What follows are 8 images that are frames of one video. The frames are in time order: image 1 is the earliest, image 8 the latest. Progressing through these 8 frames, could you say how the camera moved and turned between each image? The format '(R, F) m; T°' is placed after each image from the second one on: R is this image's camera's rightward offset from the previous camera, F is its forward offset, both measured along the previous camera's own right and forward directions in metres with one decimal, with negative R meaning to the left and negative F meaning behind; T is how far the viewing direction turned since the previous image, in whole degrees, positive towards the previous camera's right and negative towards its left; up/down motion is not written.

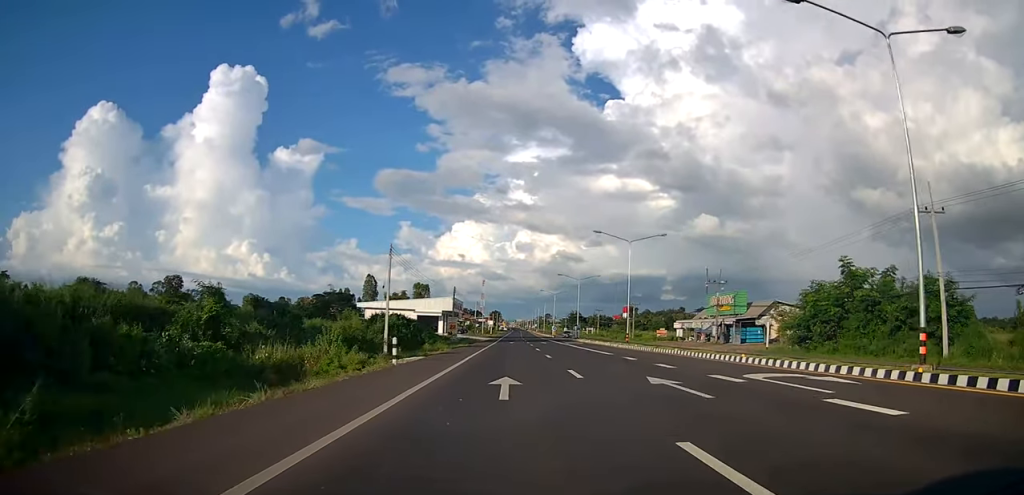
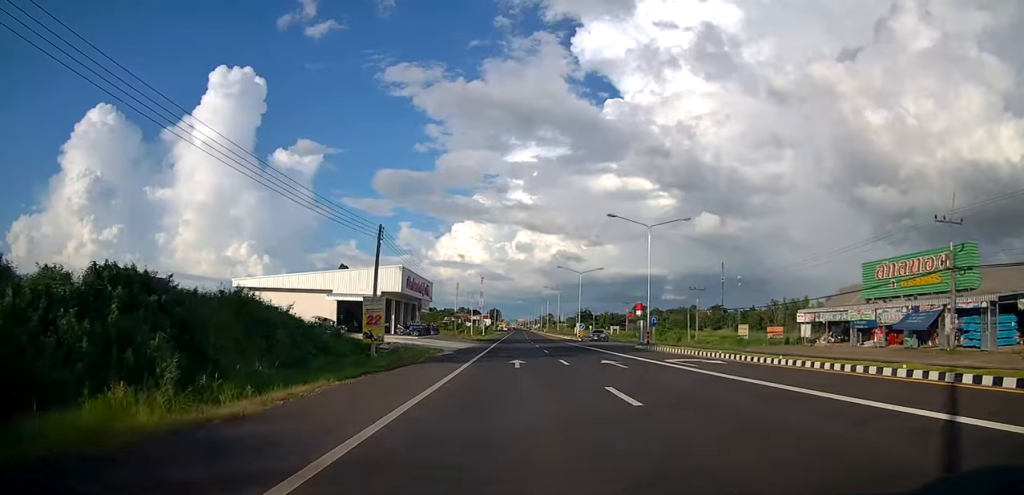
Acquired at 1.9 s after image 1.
(+1.1, +41.7) m; -1°
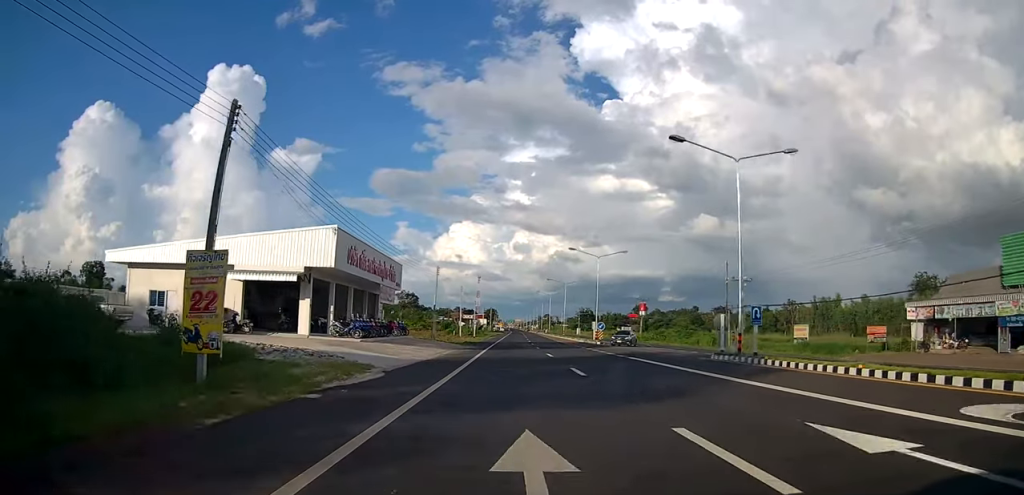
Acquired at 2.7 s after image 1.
(-0.6, +17.1) m; 0°
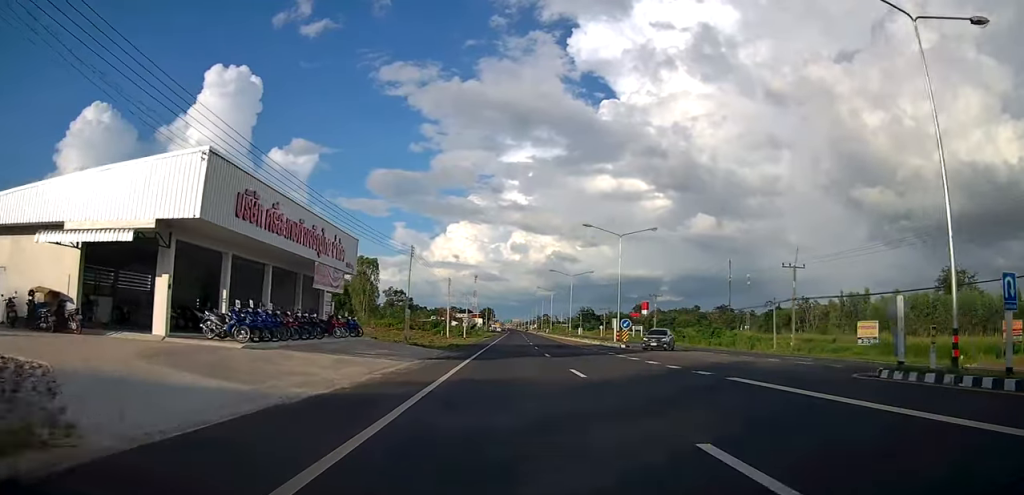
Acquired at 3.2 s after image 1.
(+0.1, +13.1) m; +1°
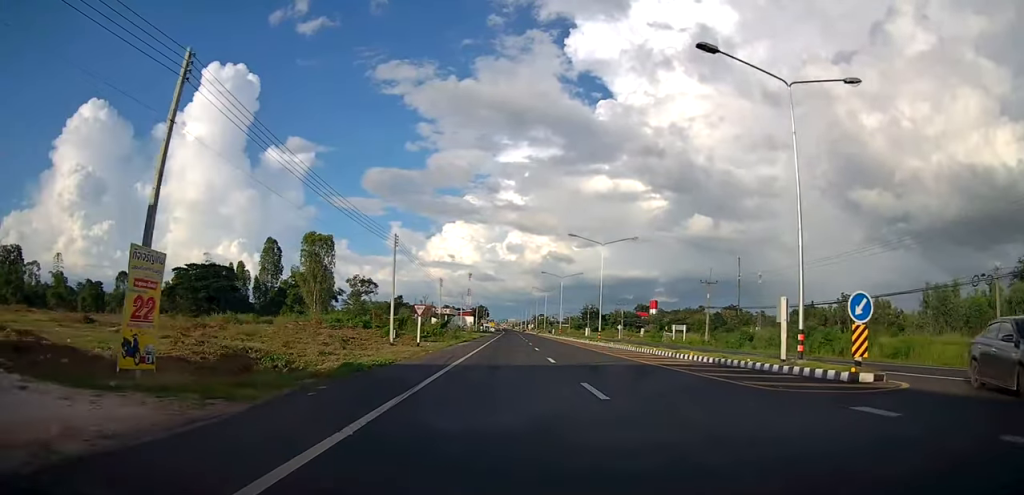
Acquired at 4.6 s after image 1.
(+0.7, +29.6) m; +1°
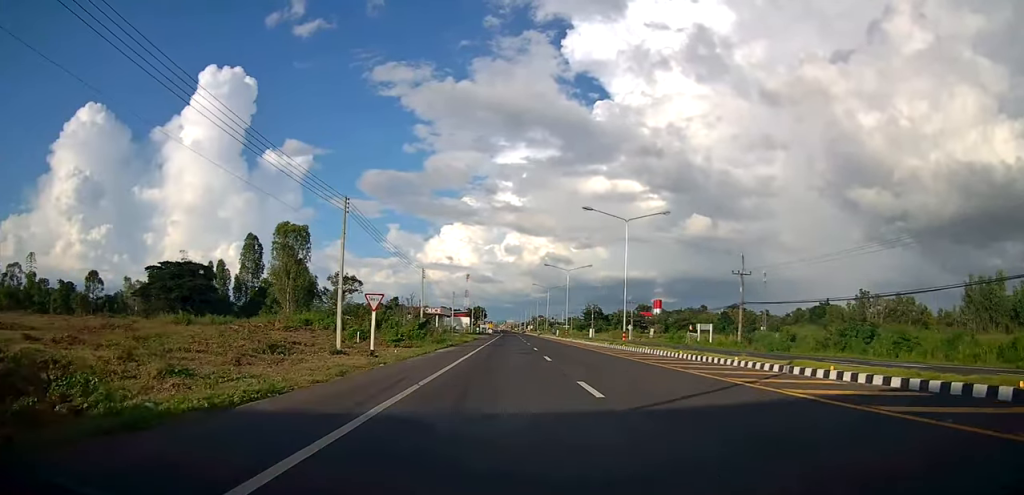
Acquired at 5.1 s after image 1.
(0.0, +11.3) m; 0°
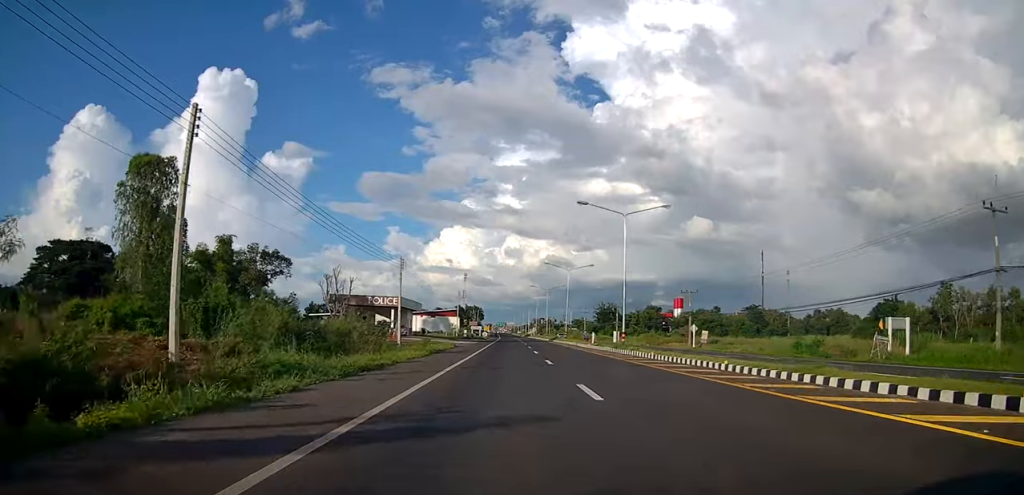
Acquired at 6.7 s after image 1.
(0.0, +36.8) m; +2°
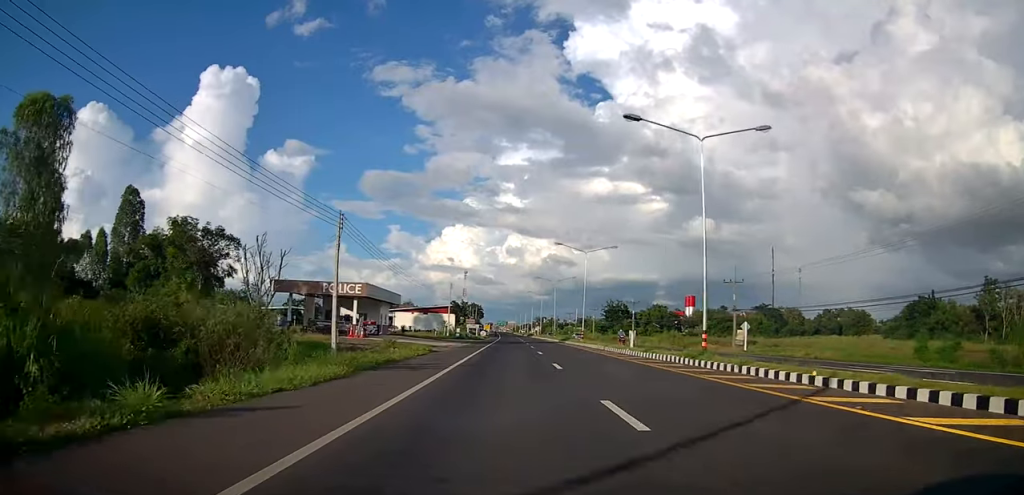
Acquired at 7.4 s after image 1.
(+0.3, +15.3) m; 0°
